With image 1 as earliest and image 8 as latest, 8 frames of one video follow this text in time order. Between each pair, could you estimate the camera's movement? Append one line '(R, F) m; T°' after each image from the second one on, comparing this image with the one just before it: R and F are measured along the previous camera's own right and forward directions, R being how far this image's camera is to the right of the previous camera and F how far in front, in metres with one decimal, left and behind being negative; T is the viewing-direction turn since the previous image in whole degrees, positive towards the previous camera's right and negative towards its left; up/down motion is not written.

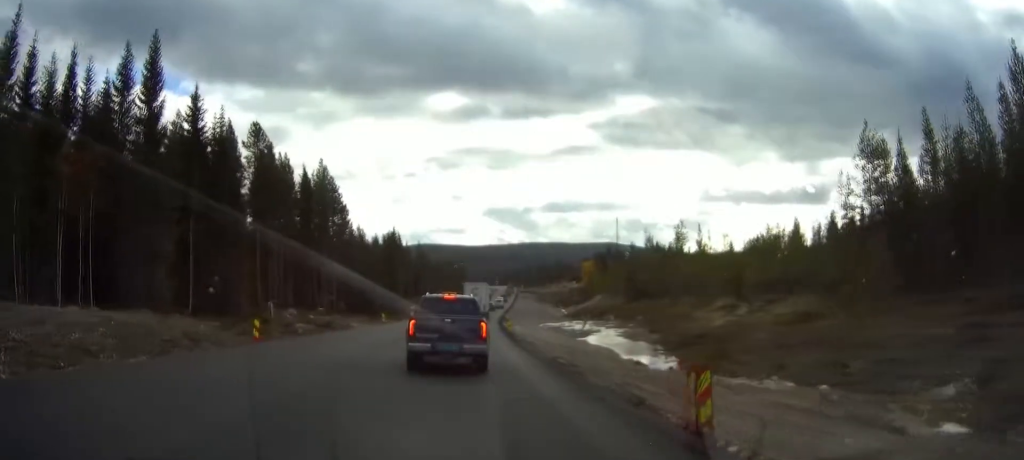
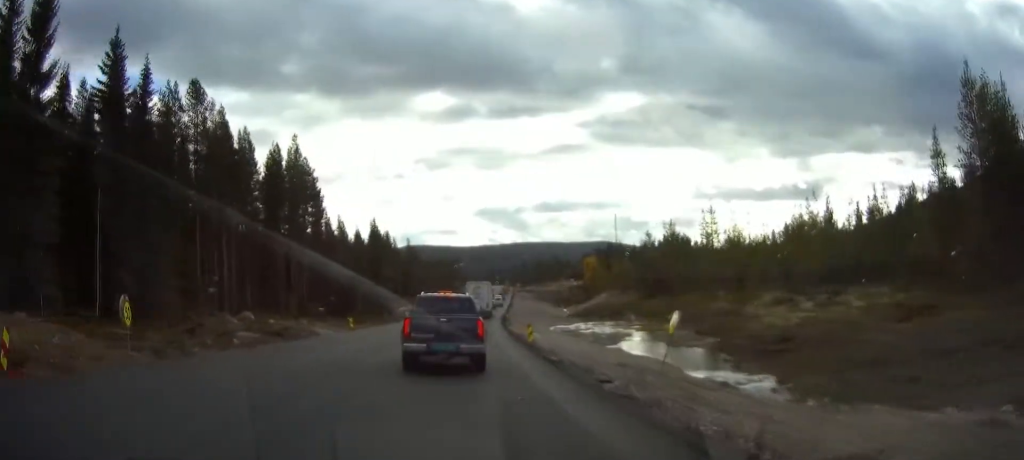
(0.0, +15.4) m; 0°
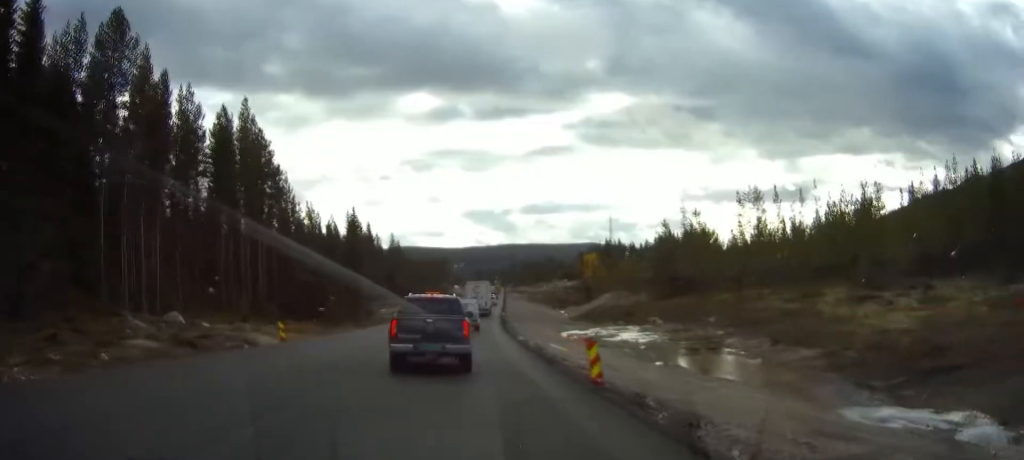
(+0.3, +15.5) m; +2°
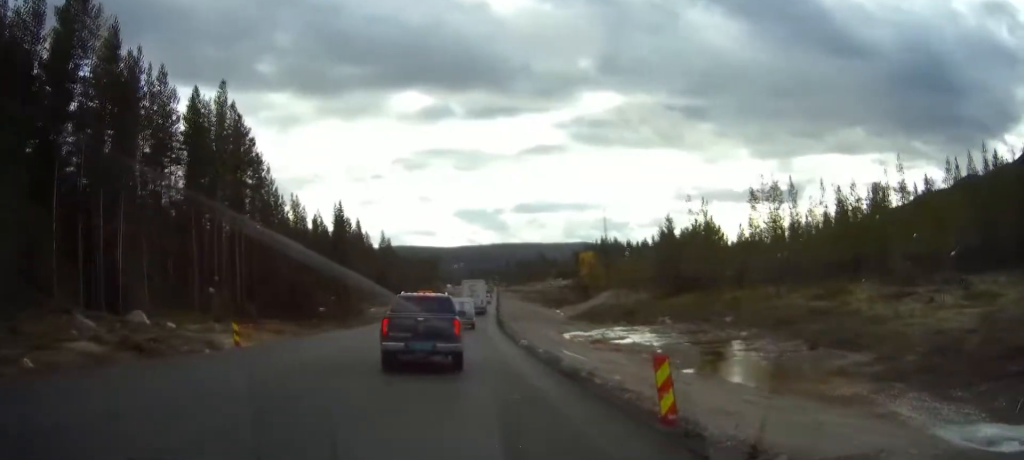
(0.0, +5.3) m; 0°
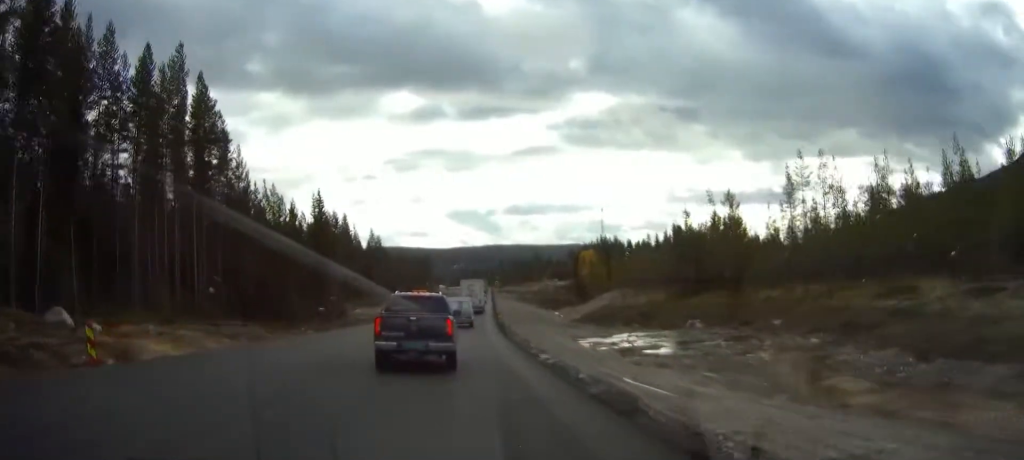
(+0.1, +10.0) m; +1°
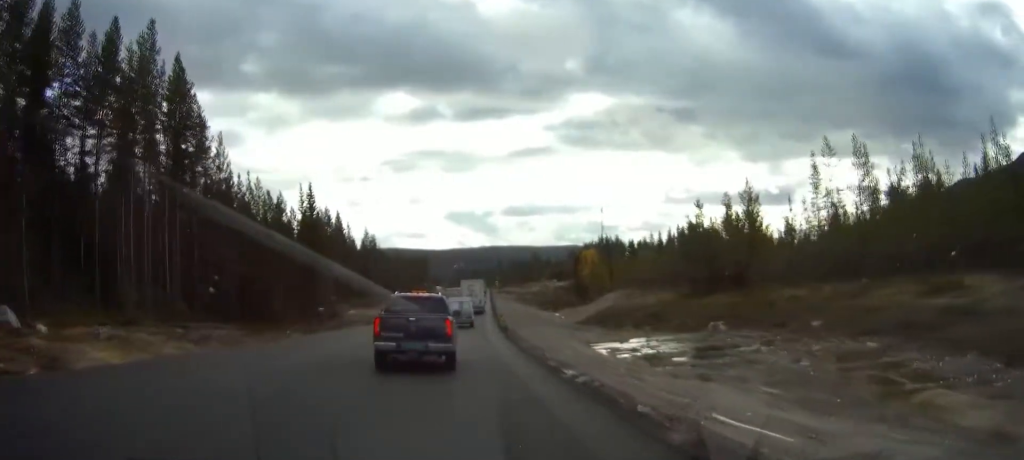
(0.0, +5.5) m; 0°
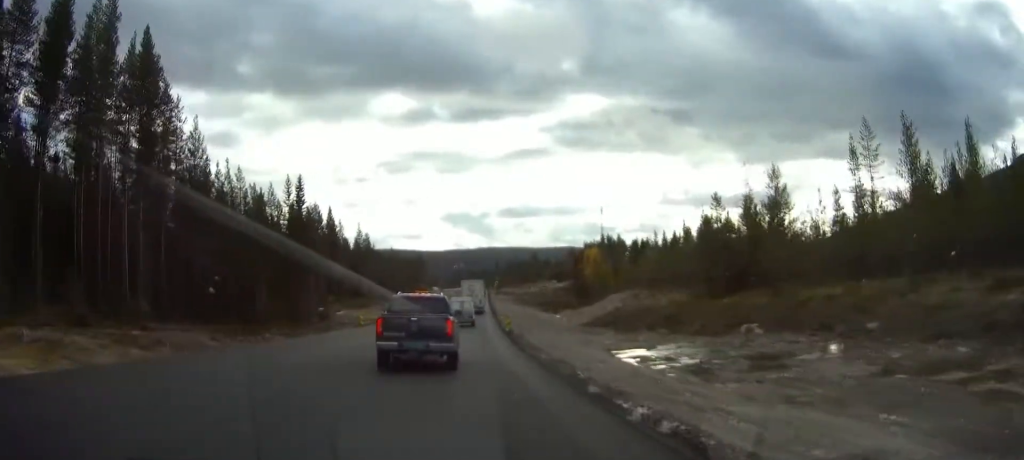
(0.0, +6.5) m; 0°
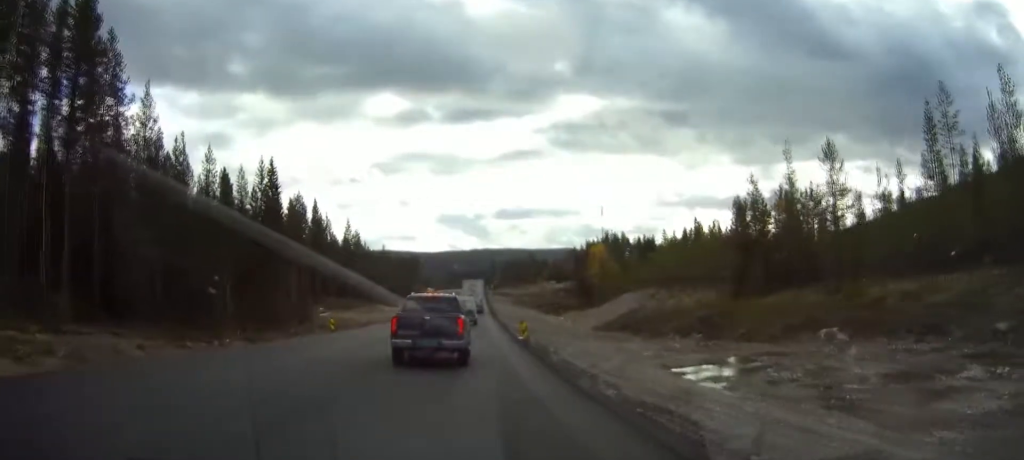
(-0.1, +10.6) m; -1°
